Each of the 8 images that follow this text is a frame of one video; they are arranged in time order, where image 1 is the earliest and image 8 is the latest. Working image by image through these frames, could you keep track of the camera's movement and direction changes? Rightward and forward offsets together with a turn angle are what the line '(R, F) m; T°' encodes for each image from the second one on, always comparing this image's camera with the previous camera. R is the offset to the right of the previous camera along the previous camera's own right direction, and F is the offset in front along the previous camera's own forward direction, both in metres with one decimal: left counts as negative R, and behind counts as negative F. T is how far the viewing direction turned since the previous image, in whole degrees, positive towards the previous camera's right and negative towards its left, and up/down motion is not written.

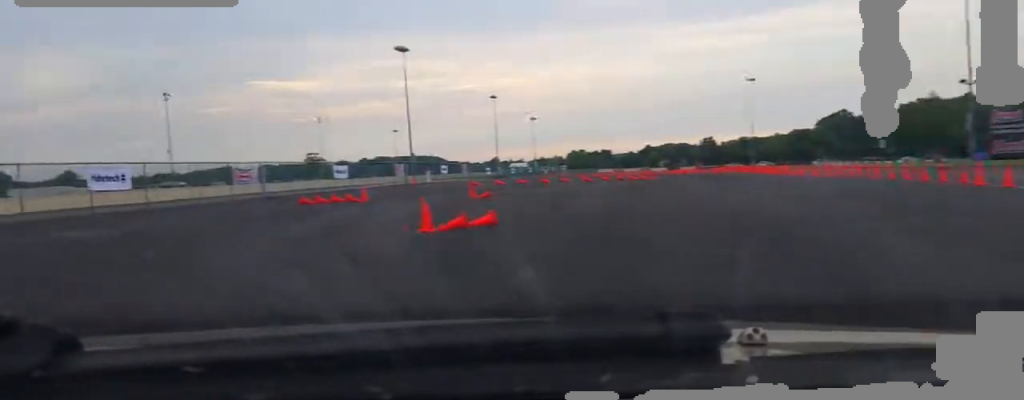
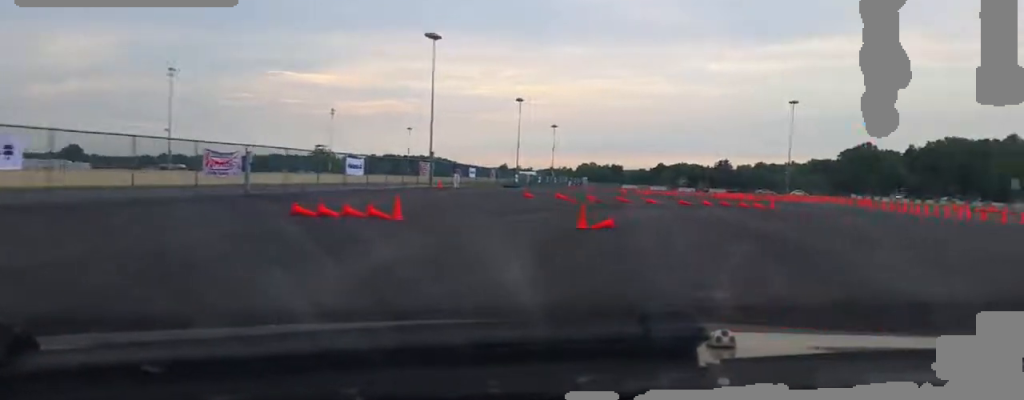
(-0.7, +11.1) m; +3°
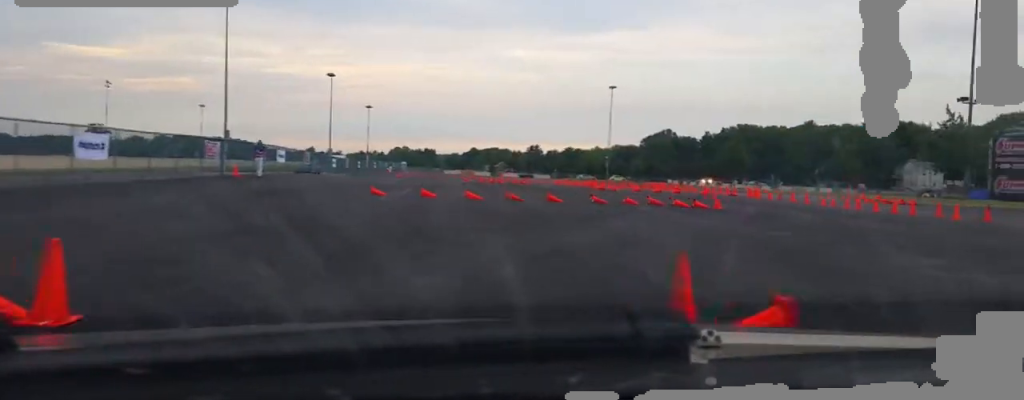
(+1.1, +11.1) m; +16°
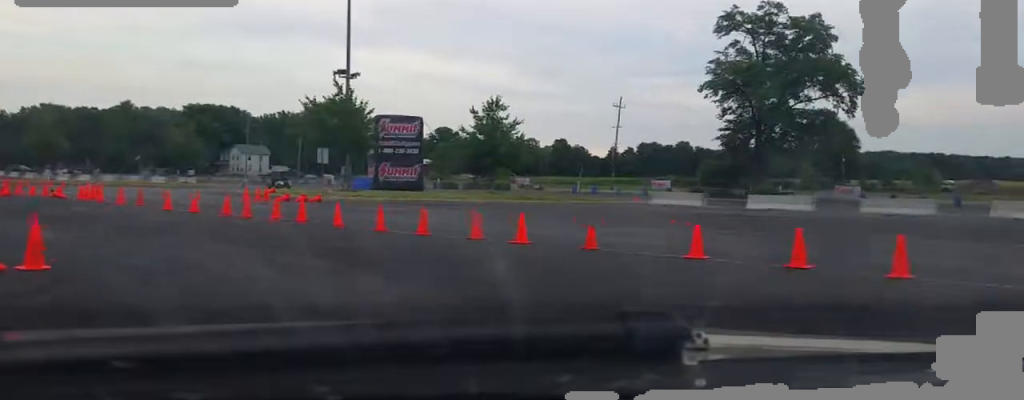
(+5.1, +16.6) m; +20°
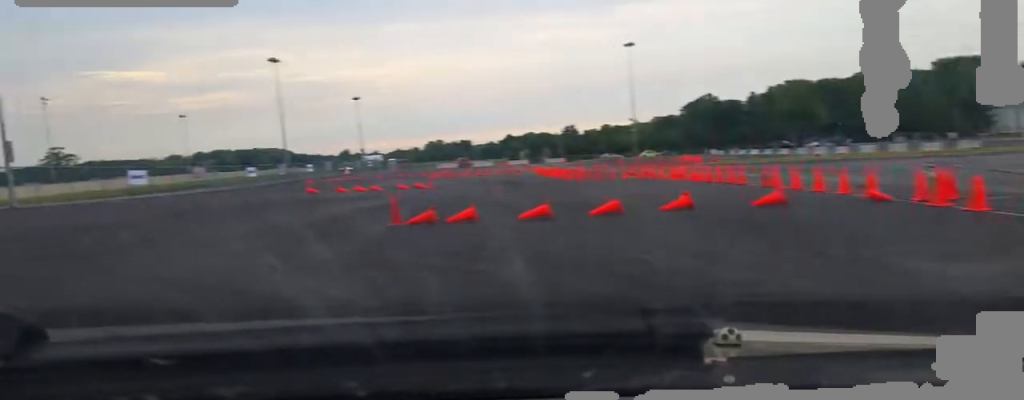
(-3.0, +15.1) m; -31°
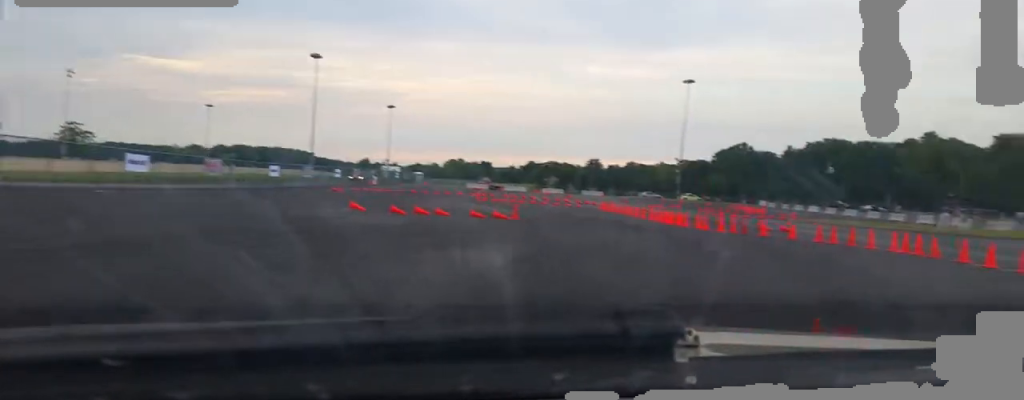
(-1.2, +9.8) m; +7°
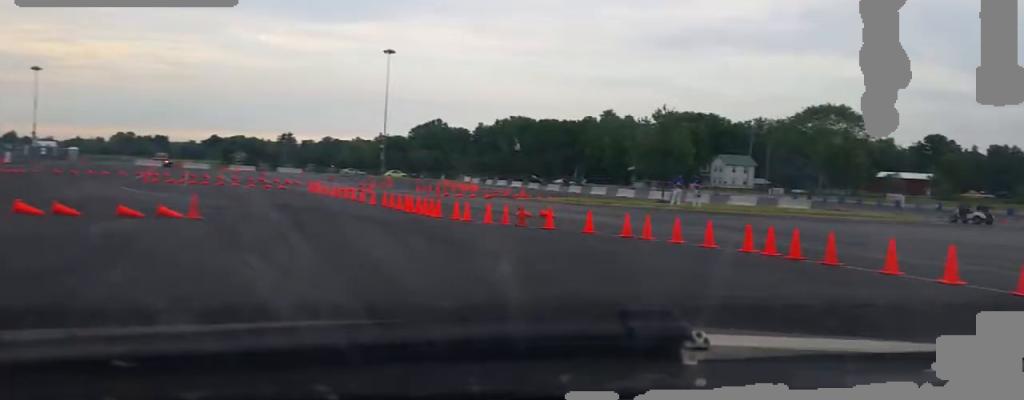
(+1.9, +8.0) m; +9°
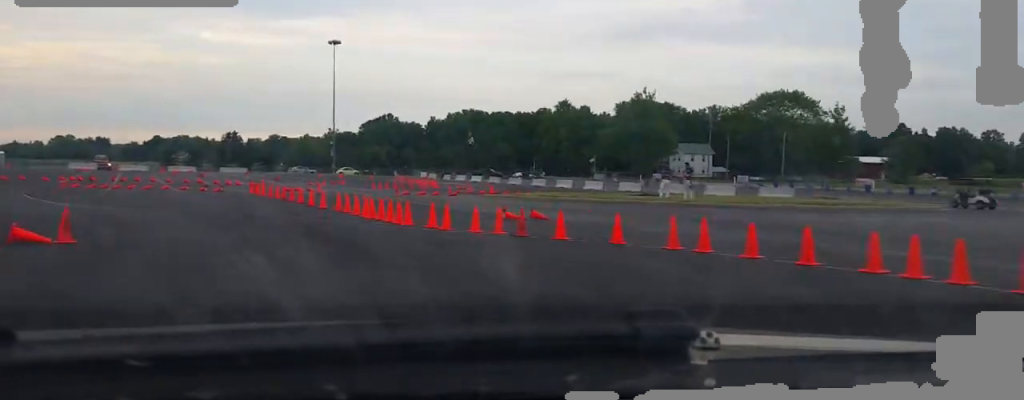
(+0.2, +4.8) m; 0°
